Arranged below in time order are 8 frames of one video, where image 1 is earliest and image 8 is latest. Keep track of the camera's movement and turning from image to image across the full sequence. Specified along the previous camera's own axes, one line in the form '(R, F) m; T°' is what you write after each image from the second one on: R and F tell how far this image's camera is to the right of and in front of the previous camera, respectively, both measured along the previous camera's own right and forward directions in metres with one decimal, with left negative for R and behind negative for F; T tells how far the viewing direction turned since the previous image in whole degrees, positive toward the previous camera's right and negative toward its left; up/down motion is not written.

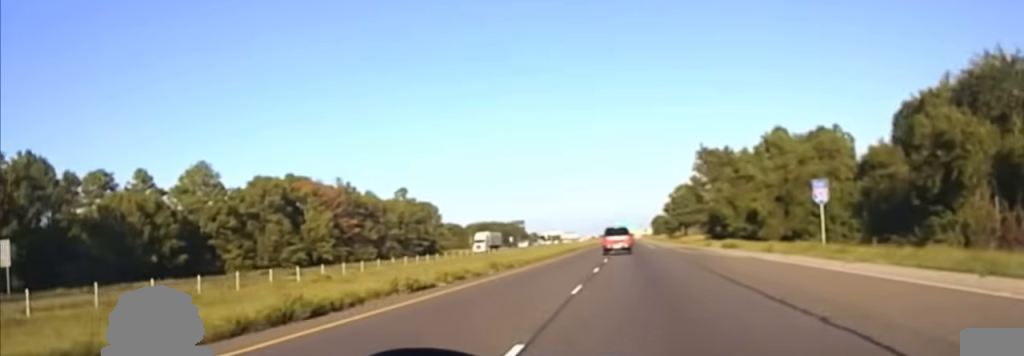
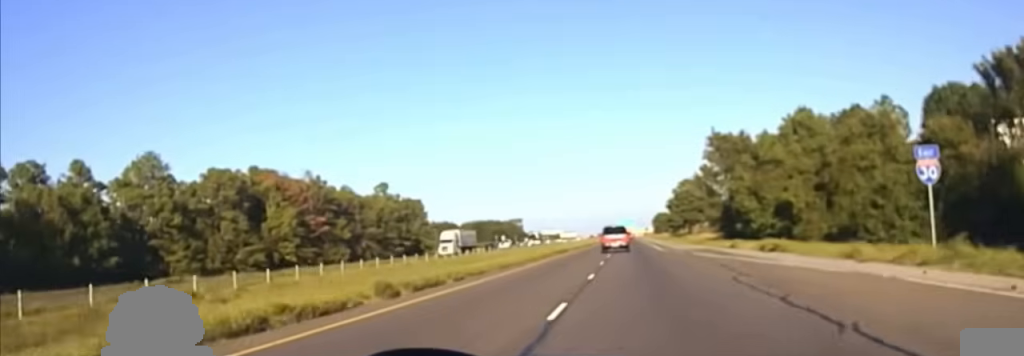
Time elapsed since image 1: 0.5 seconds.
(+0.4, +18.2) m; 0°
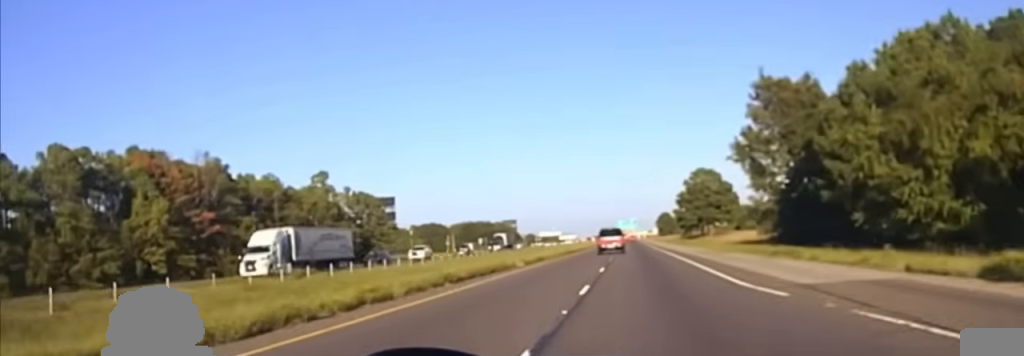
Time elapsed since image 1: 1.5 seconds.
(-0.2, +42.6) m; -1°
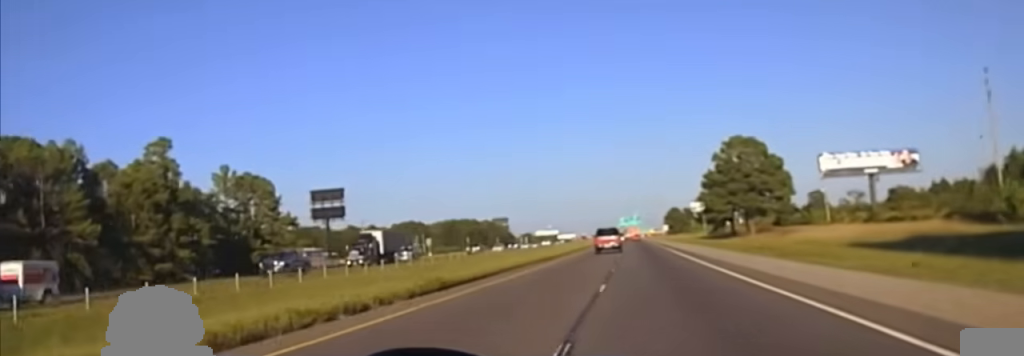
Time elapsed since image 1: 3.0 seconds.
(-0.6, +60.7) m; 0°
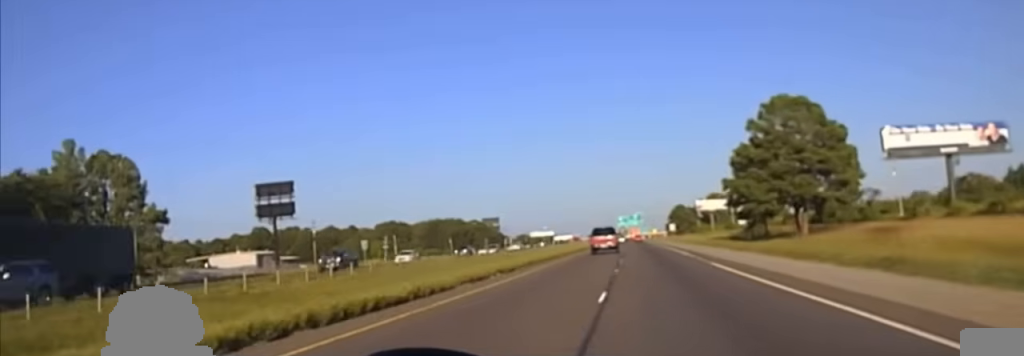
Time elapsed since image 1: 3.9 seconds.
(+0.2, +39.2) m; 0°
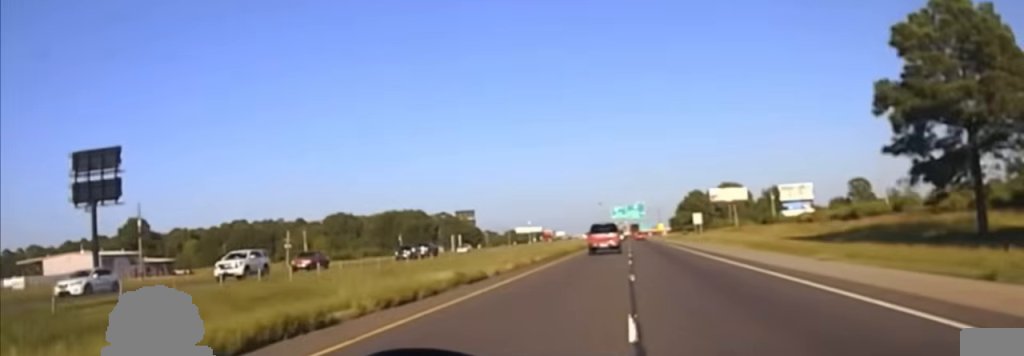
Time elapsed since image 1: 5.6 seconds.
(-0.4, +78.7) m; 0°
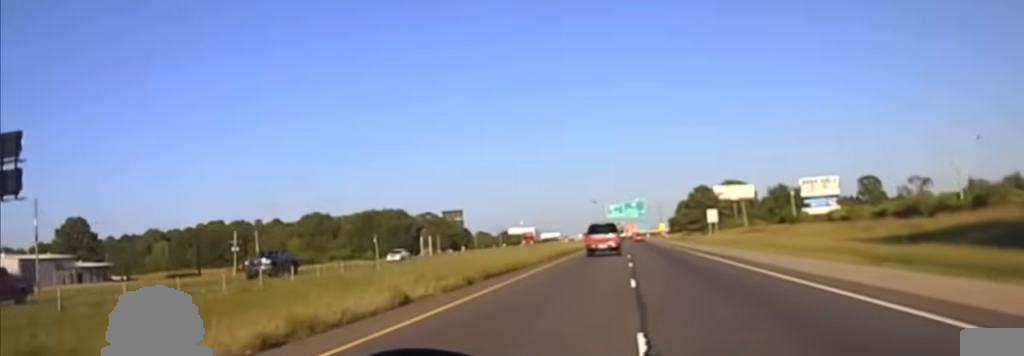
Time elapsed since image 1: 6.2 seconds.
(+0.2, +25.7) m; 0°
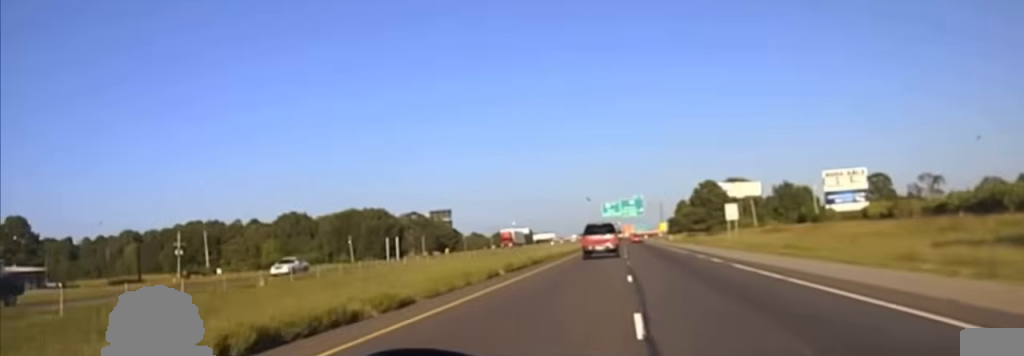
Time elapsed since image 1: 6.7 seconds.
(+0.3, +24.3) m; 0°
